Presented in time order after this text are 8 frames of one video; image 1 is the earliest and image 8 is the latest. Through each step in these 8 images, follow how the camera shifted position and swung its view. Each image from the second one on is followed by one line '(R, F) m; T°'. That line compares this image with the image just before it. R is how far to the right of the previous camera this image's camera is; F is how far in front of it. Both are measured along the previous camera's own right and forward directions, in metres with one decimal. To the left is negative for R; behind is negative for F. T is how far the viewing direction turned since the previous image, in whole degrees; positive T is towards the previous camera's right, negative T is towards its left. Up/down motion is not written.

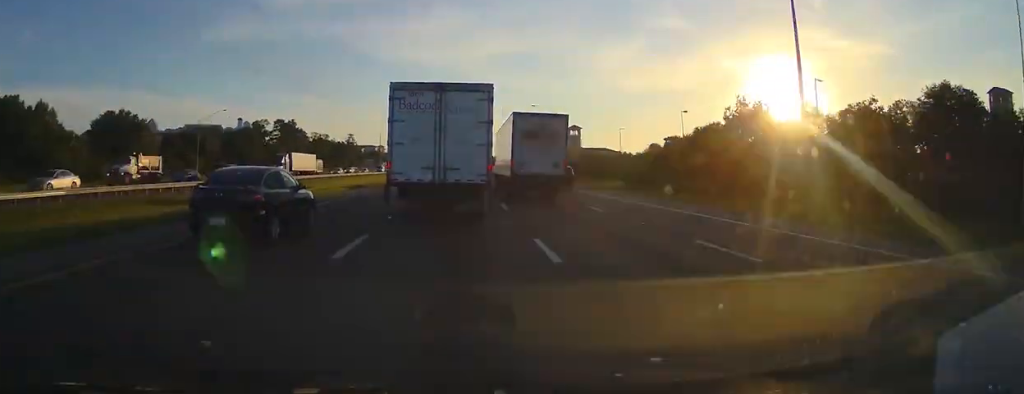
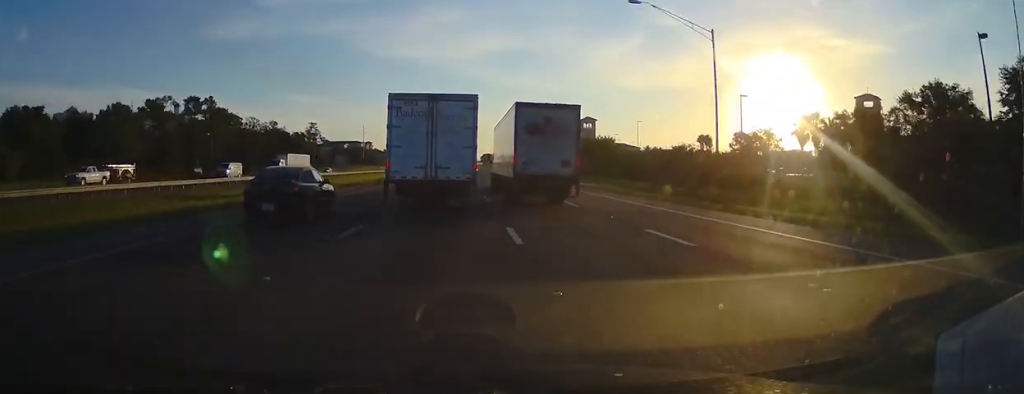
(0.0, +57.5) m; 0°
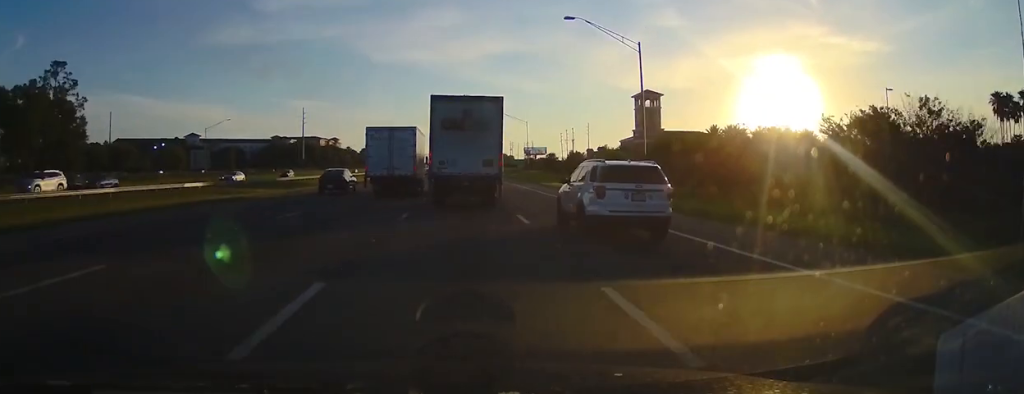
(+0.9, +133.9) m; 0°
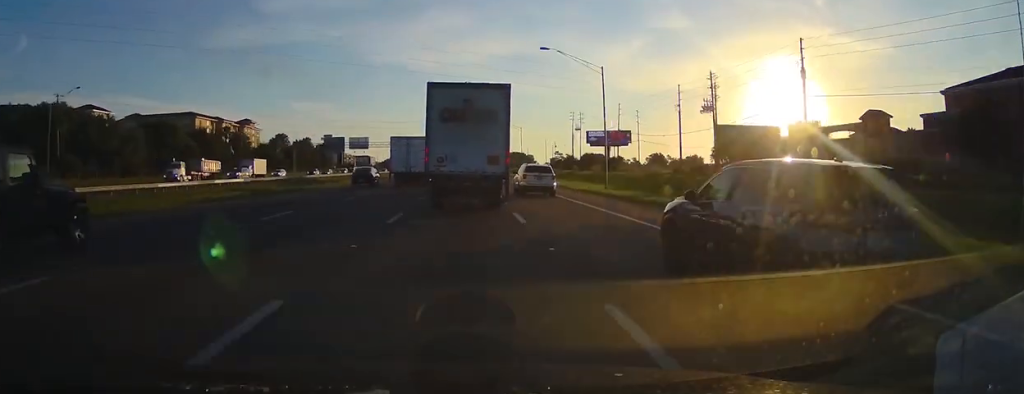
(-1.4, +182.4) m; 0°
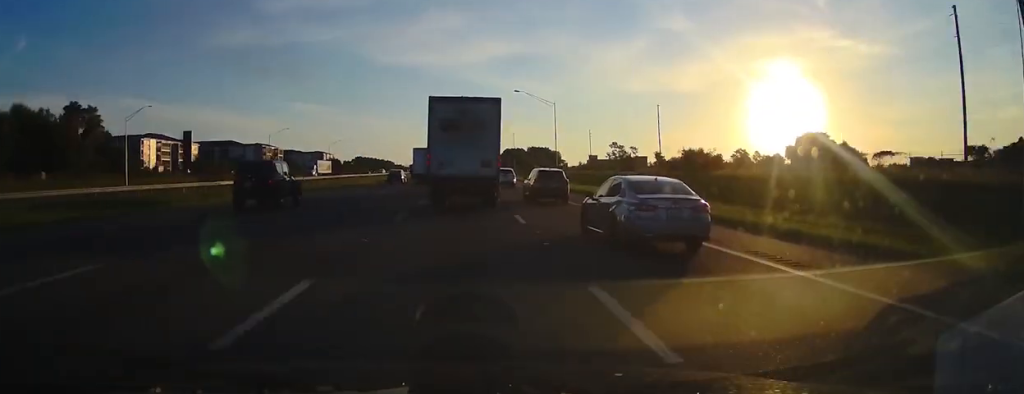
(+0.8, +186.1) m; +1°
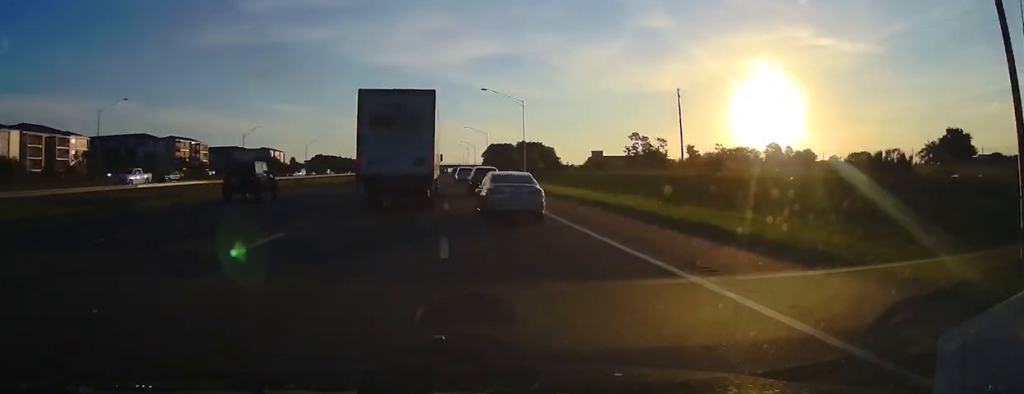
(+0.7, +69.8) m; 0°
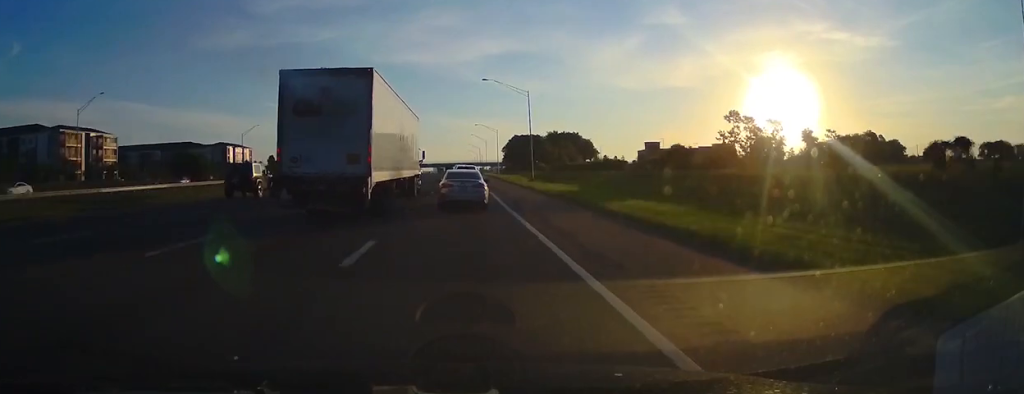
(-0.2, +75.6) m; 0°
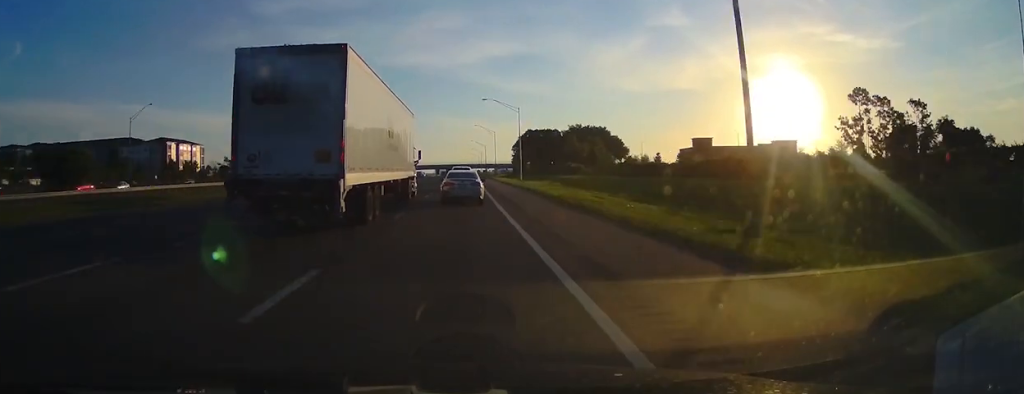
(-0.3, +53.9) m; 0°
